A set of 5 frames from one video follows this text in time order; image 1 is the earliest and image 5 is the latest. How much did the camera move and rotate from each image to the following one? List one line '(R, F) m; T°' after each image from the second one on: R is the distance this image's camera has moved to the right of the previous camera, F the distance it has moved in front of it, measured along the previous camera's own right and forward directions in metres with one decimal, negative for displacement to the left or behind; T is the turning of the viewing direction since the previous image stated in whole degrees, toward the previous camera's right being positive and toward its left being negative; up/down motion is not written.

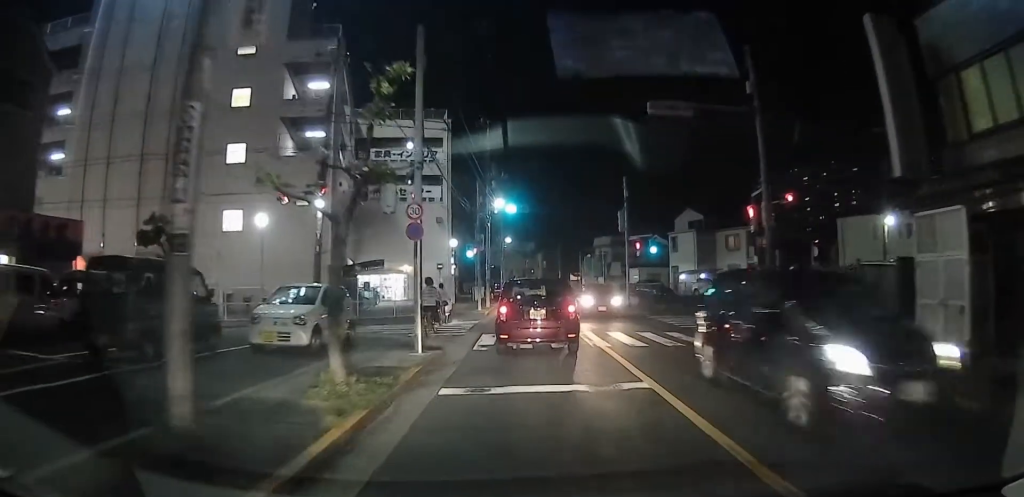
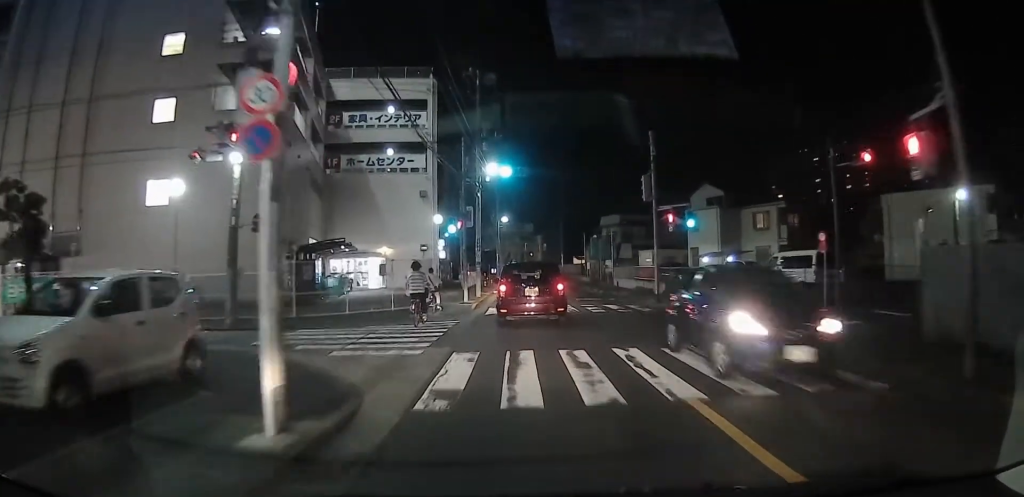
(-0.3, +7.5) m; -2°
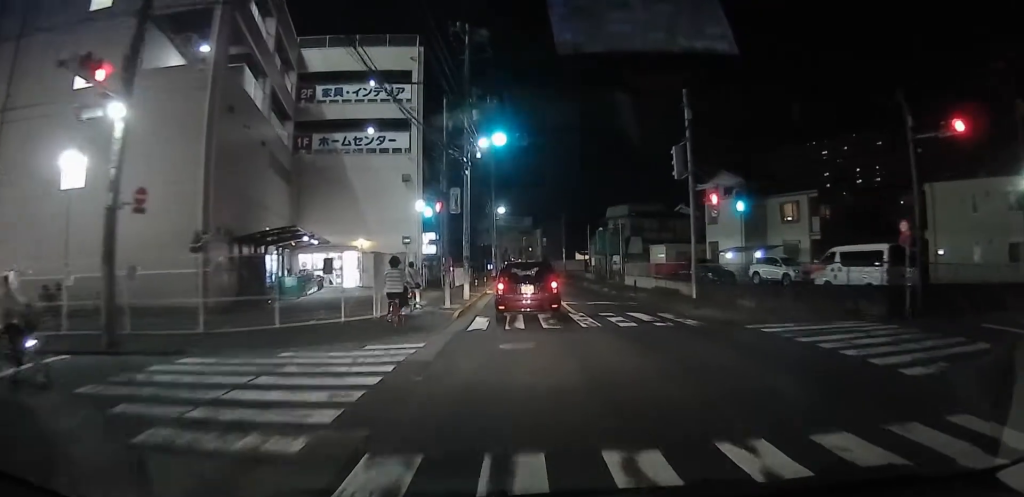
(+0.4, +5.8) m; +4°
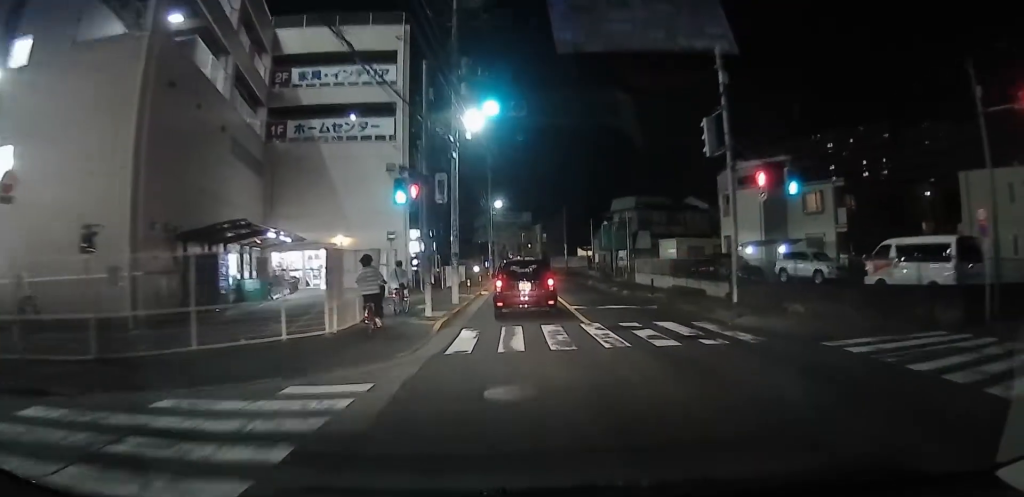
(0.0, +3.9) m; +1°
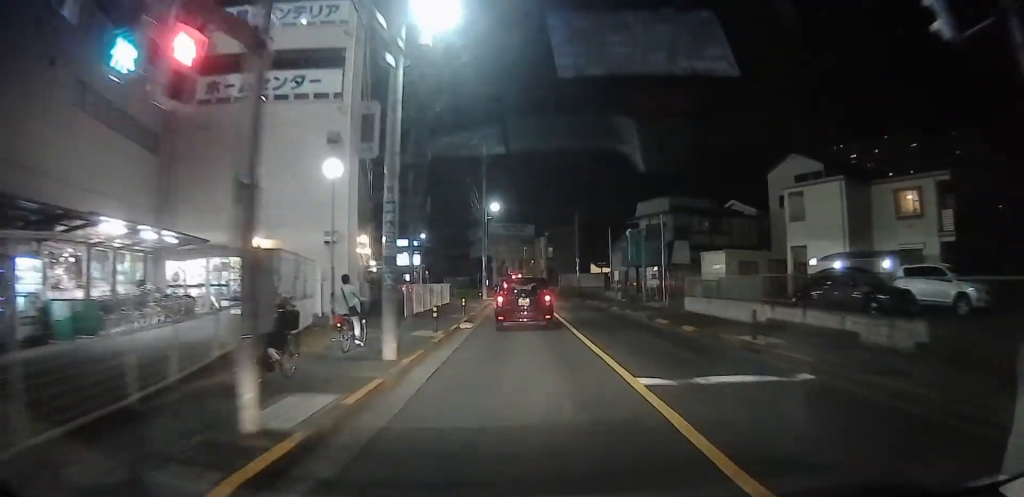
(+0.2, +10.6) m; -6°
